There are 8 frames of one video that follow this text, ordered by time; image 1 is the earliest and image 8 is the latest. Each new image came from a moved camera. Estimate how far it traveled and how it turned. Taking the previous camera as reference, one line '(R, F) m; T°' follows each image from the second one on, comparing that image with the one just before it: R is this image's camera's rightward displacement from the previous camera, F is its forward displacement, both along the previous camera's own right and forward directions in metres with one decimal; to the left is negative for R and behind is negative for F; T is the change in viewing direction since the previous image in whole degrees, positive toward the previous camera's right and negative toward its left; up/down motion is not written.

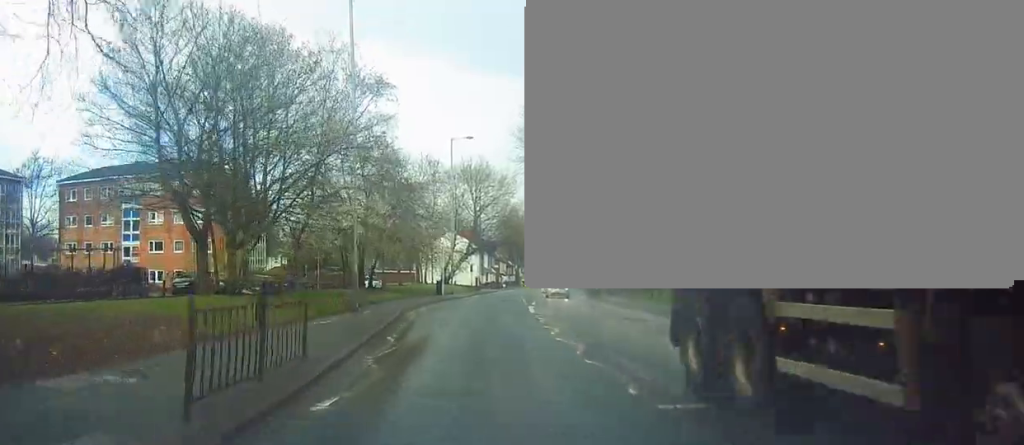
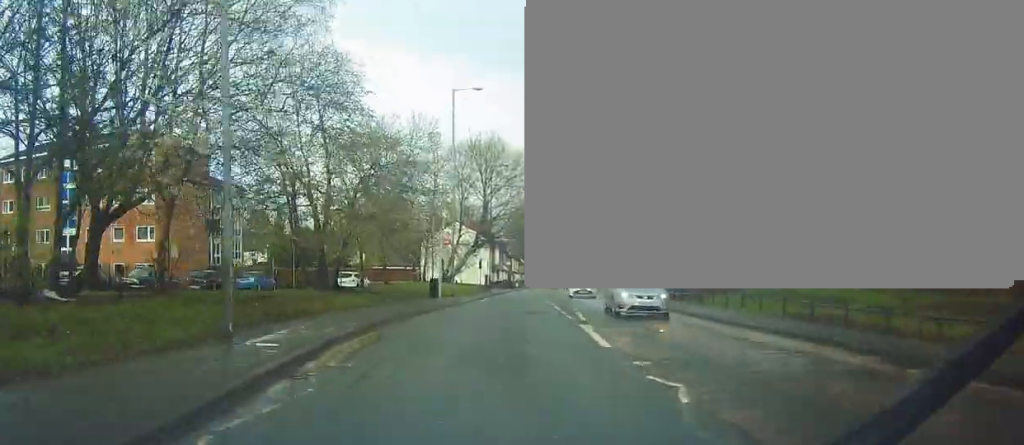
(0.0, +13.5) m; -1°
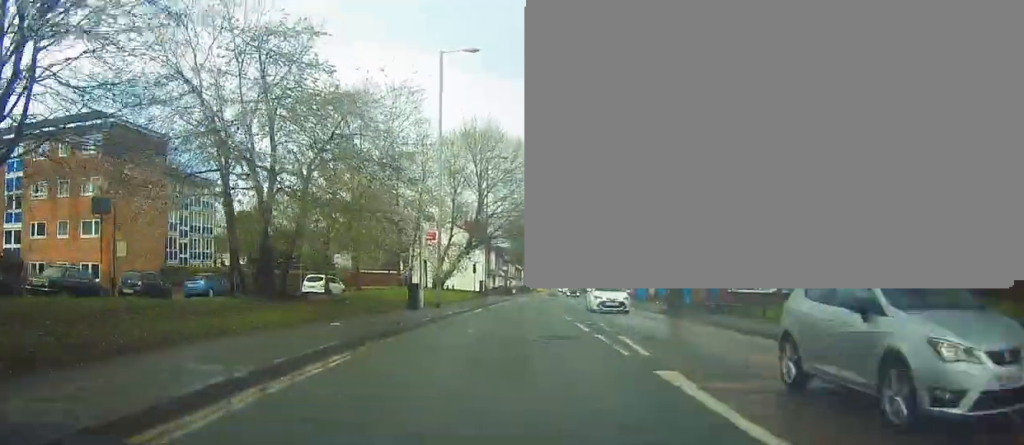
(0.0, +7.6) m; -1°
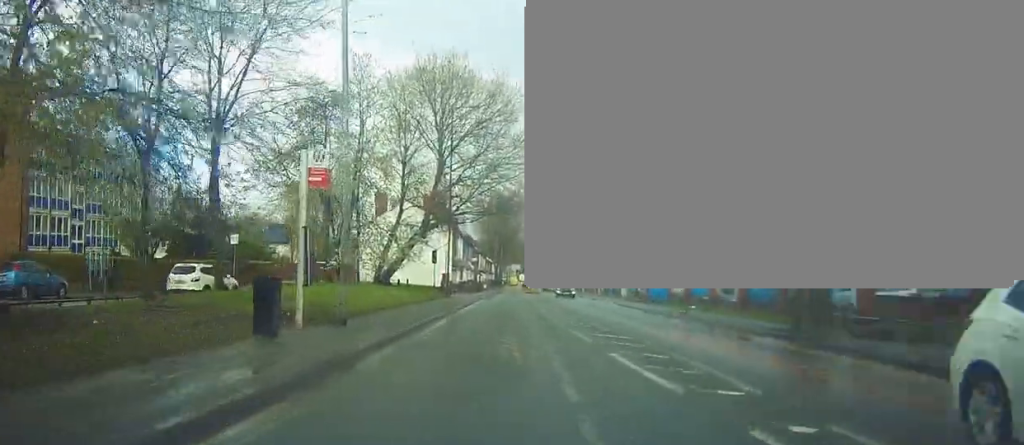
(+0.3, +15.2) m; +3°
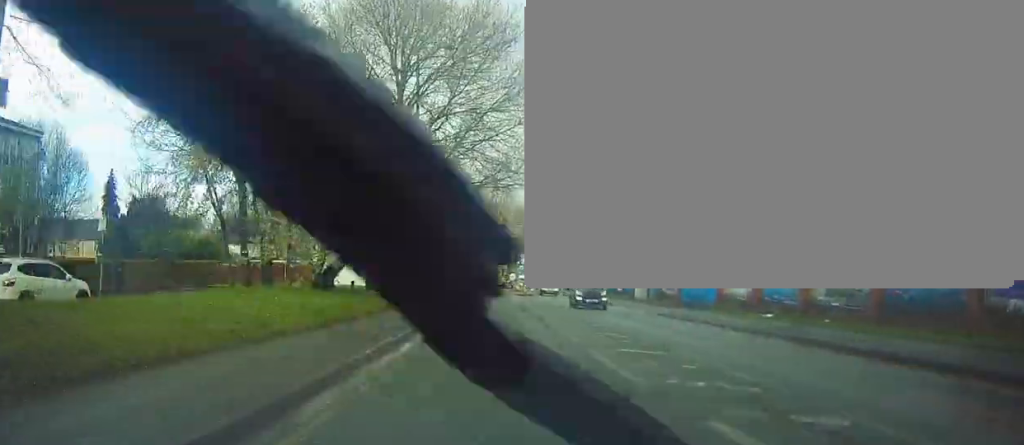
(+0.1, +11.4) m; +1°
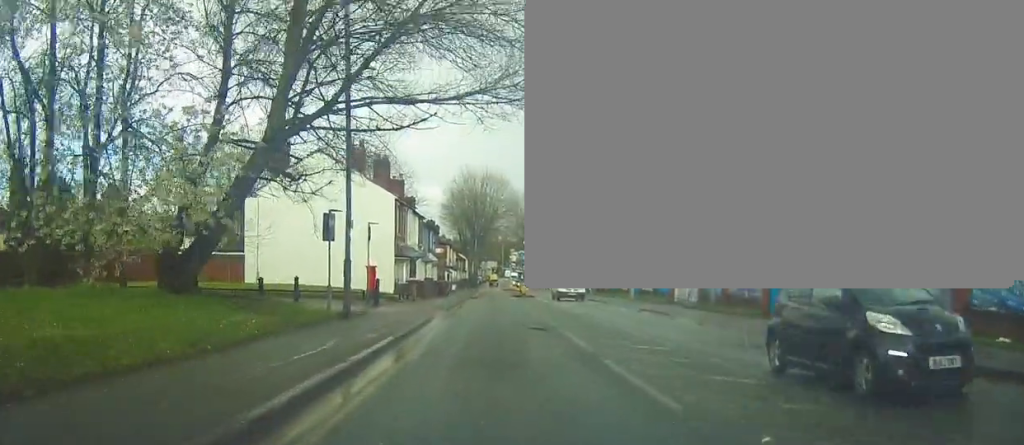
(+0.3, +13.2) m; 0°
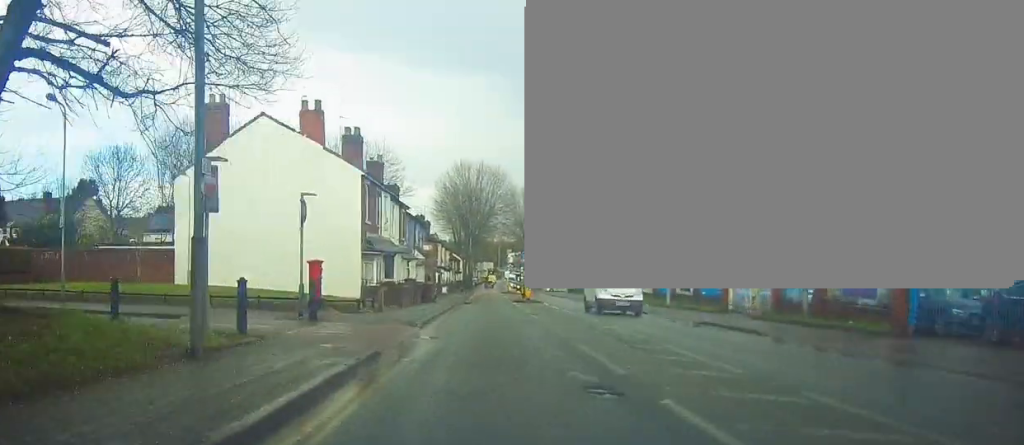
(-0.3, +9.2) m; 0°
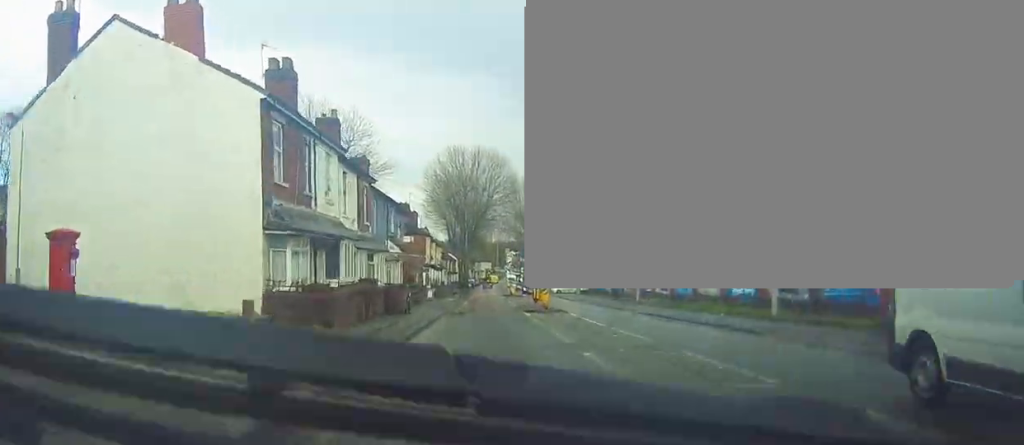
(+0.3, +13.0) m; +3°
